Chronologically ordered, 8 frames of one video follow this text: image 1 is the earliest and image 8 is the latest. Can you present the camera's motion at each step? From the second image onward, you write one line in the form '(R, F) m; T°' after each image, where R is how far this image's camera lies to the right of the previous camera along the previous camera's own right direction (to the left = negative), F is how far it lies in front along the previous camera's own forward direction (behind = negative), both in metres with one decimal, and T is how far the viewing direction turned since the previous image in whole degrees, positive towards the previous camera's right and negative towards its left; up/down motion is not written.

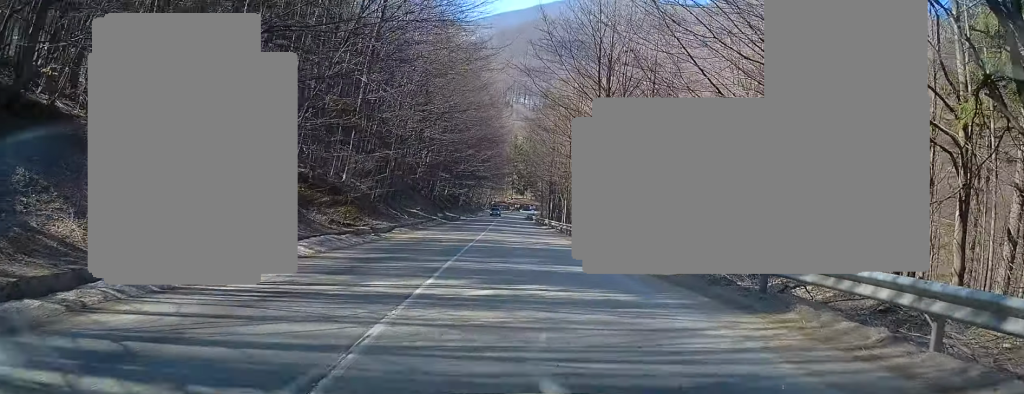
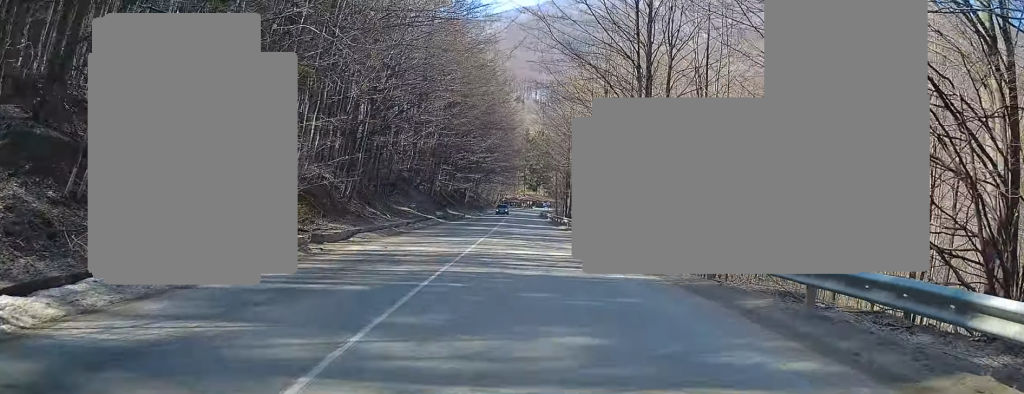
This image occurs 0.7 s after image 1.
(-0.3, +9.7) m; -2°
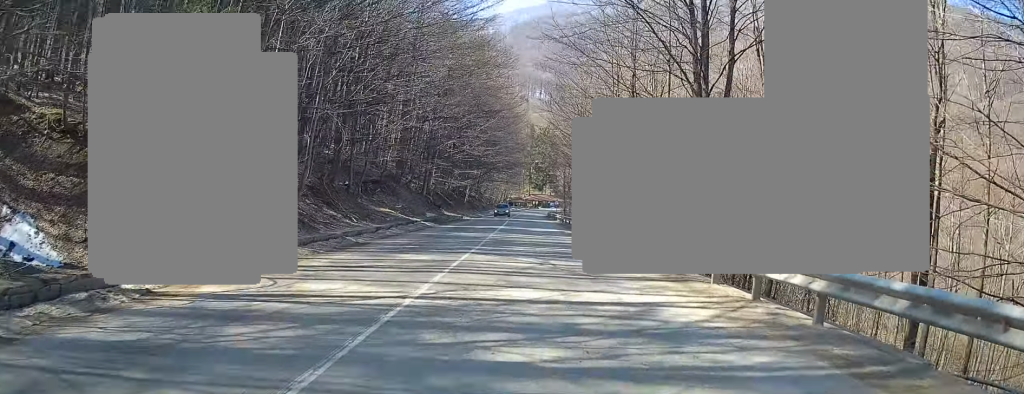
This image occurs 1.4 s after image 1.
(-0.1, +8.3) m; 0°
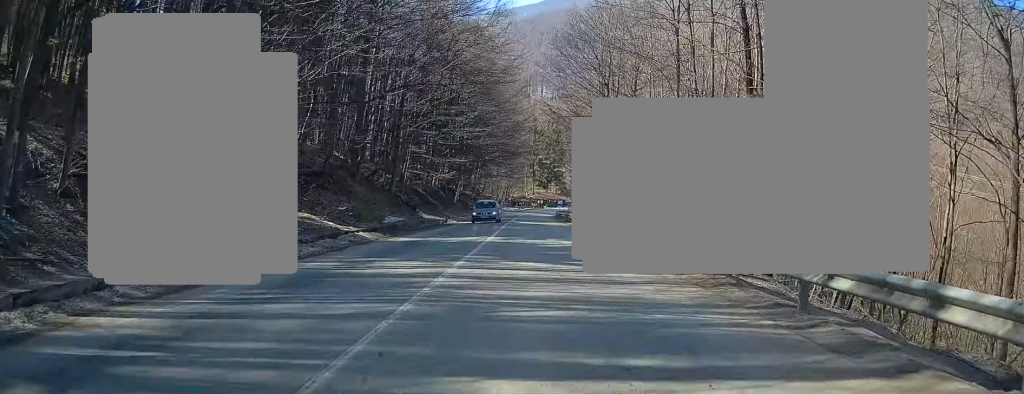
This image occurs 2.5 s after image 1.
(0.0, +14.9) m; +1°
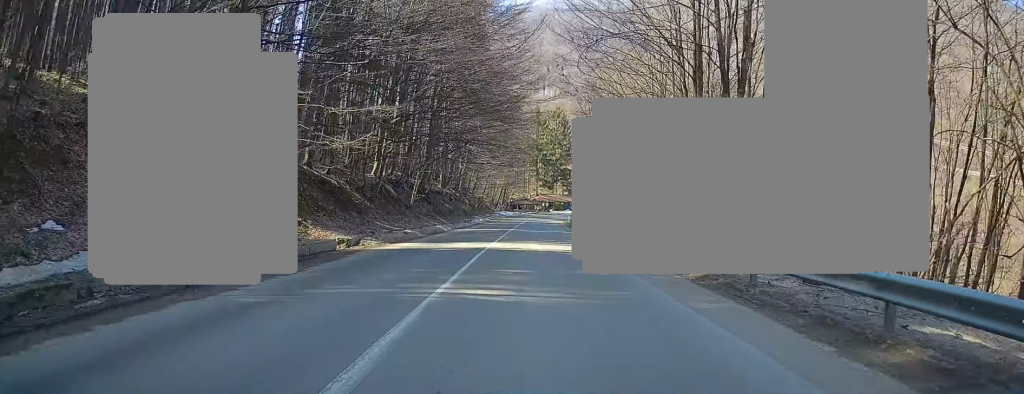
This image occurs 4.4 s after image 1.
(+0.8, +25.1) m; +2°
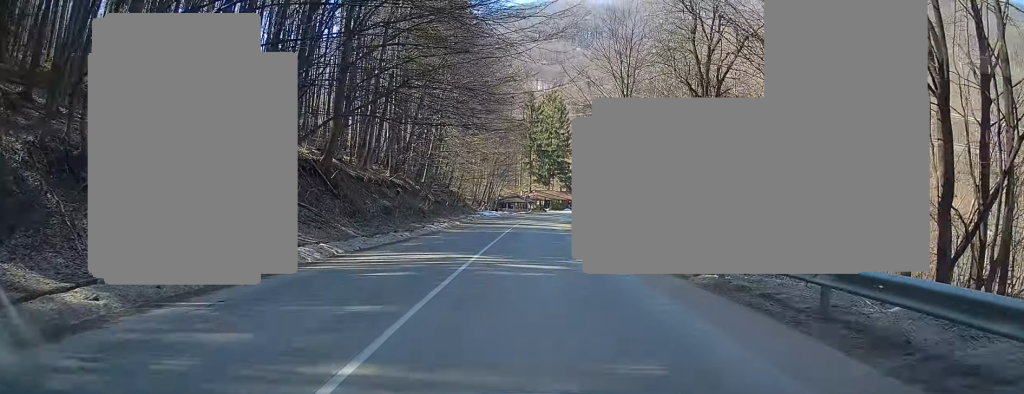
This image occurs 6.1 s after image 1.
(-0.2, +22.5) m; 0°
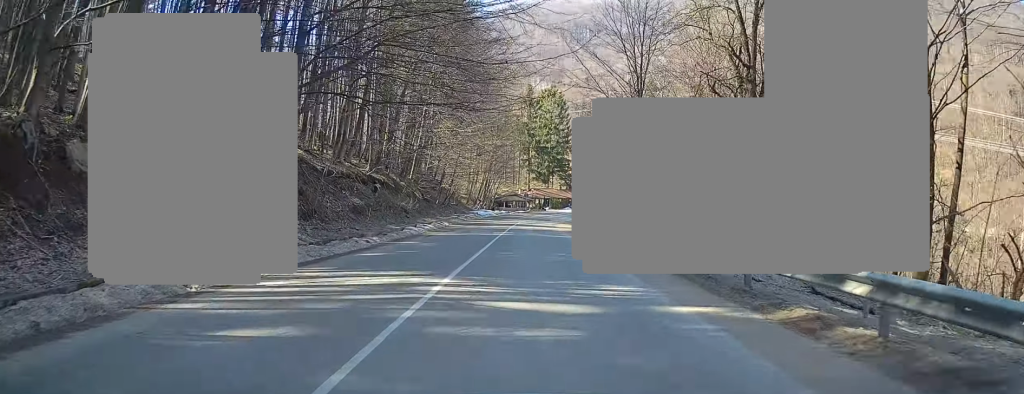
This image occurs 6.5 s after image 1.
(+0.1, +5.4) m; 0°
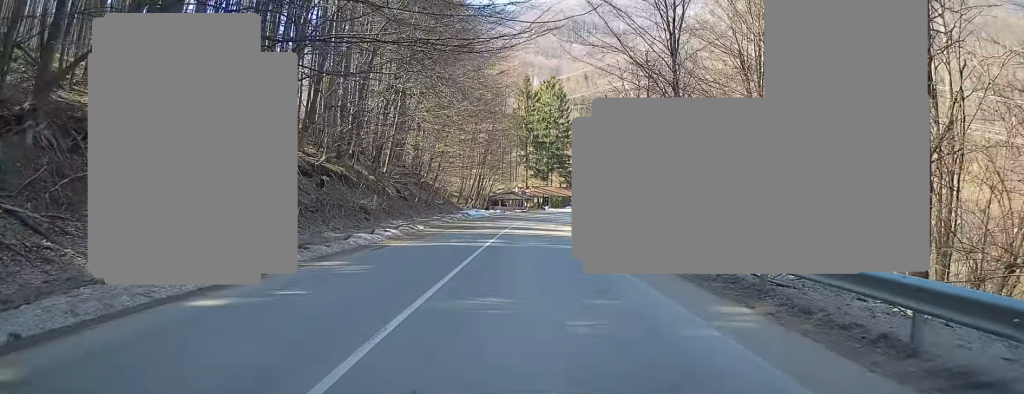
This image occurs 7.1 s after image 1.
(0.0, +8.5) m; -1°
